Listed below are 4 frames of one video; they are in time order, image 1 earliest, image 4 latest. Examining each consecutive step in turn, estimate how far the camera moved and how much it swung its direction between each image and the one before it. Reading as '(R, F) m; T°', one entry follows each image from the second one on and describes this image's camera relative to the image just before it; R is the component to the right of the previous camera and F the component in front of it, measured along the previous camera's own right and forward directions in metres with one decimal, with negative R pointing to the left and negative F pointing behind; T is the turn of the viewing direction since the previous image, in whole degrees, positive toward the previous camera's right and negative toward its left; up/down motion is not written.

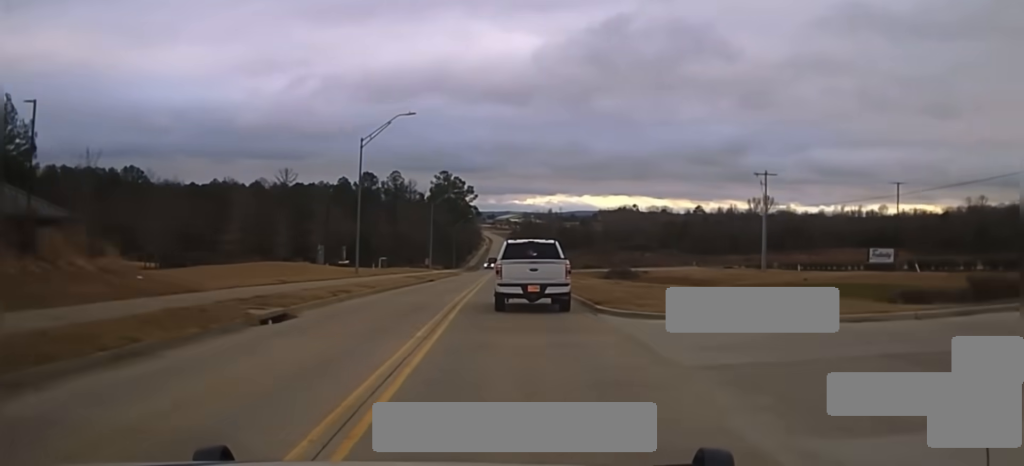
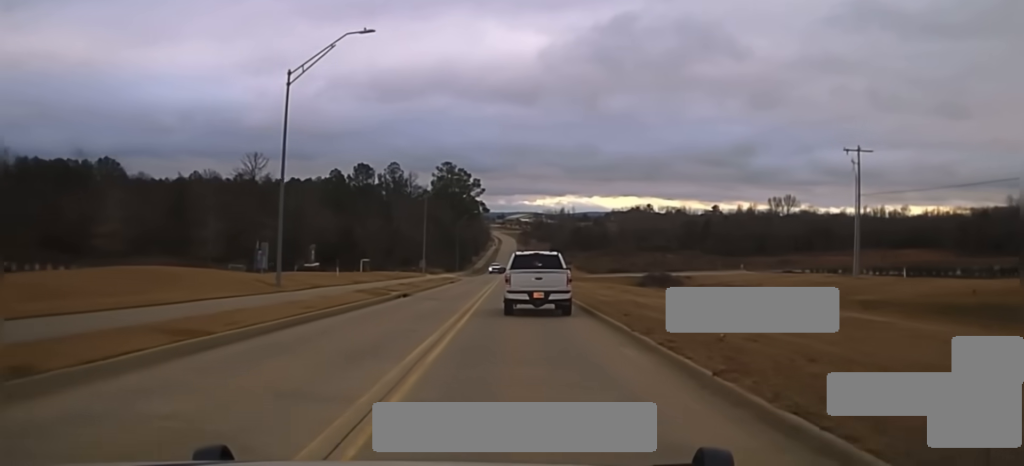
(-0.3, +25.3) m; -1°
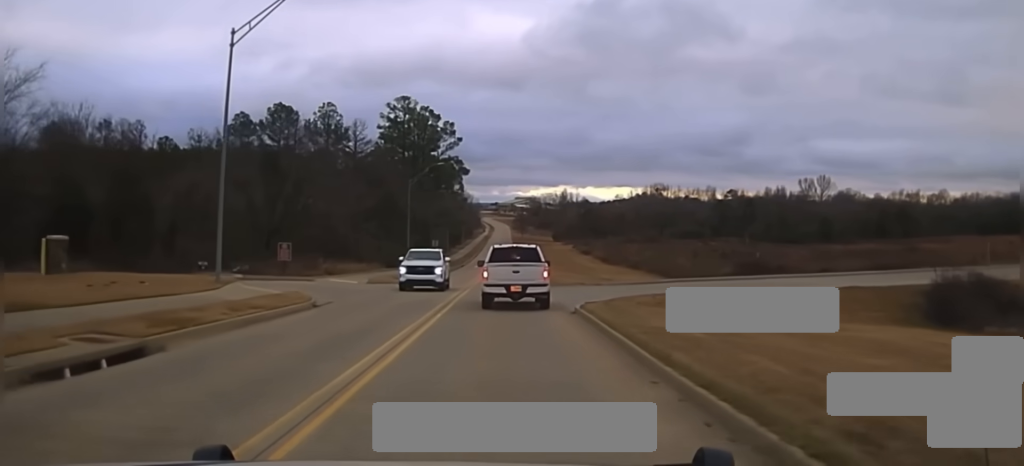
(+0.8, +69.4) m; 0°
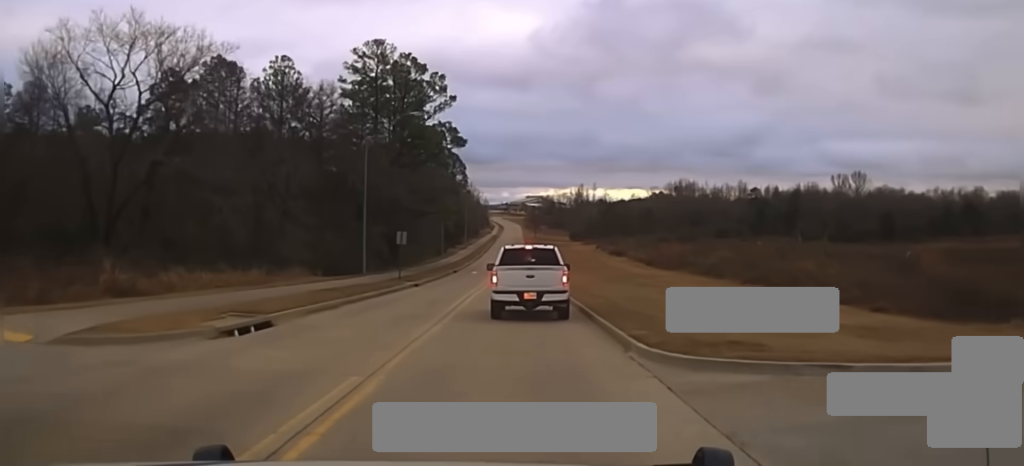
(-0.1, +29.8) m; 0°
